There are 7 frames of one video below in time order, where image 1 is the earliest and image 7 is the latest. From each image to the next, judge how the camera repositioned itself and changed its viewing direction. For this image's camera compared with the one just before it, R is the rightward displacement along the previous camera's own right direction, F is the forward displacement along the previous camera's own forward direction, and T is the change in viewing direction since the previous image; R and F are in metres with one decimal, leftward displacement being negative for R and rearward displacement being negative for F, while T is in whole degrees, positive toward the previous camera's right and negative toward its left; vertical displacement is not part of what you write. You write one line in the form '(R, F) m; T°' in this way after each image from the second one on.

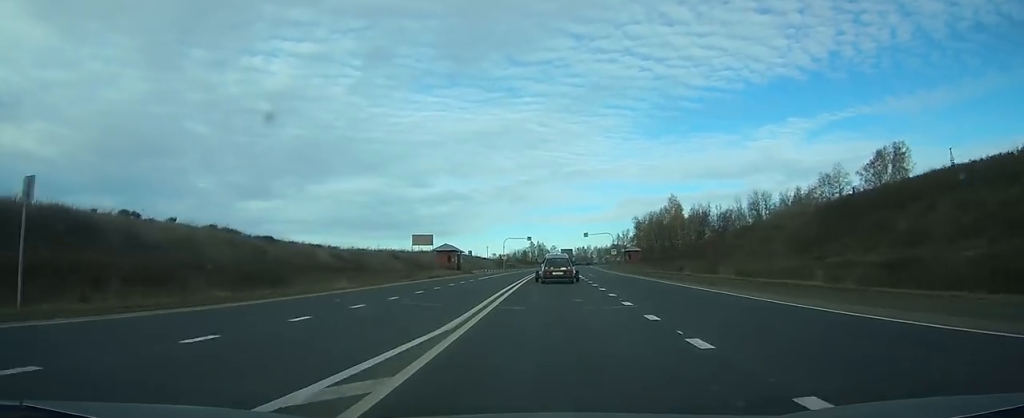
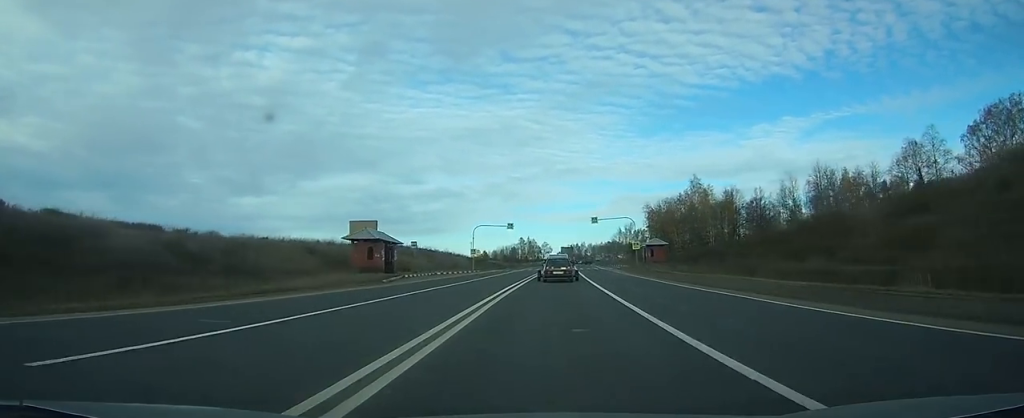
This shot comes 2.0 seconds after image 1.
(0.0, +39.8) m; 0°
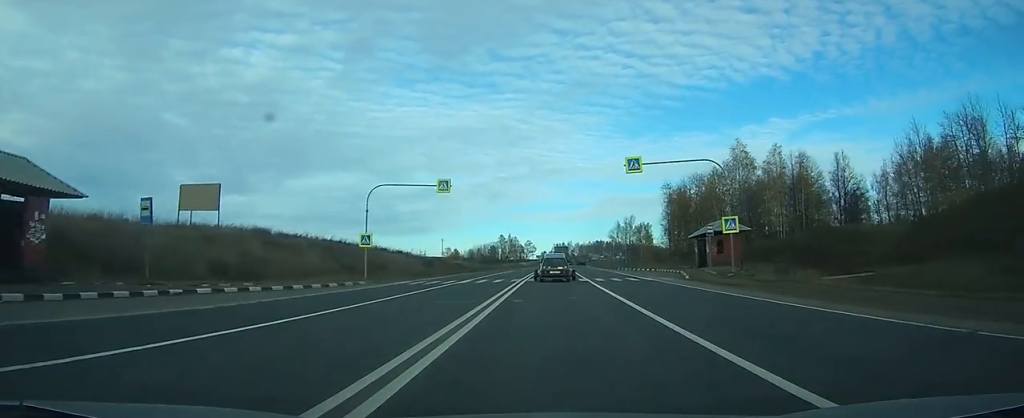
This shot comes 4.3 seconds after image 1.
(+0.4, +46.0) m; +1°
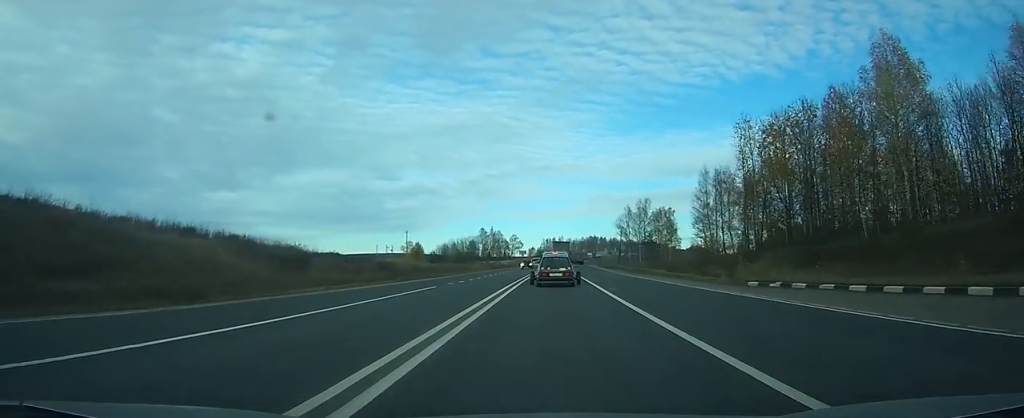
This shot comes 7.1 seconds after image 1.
(+0.8, +51.9) m; +2°
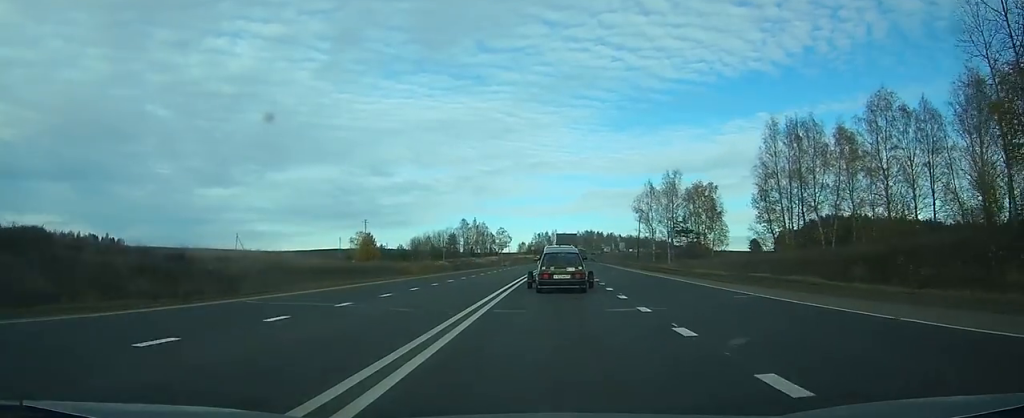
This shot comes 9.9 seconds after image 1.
(+0.7, +48.5) m; +1°
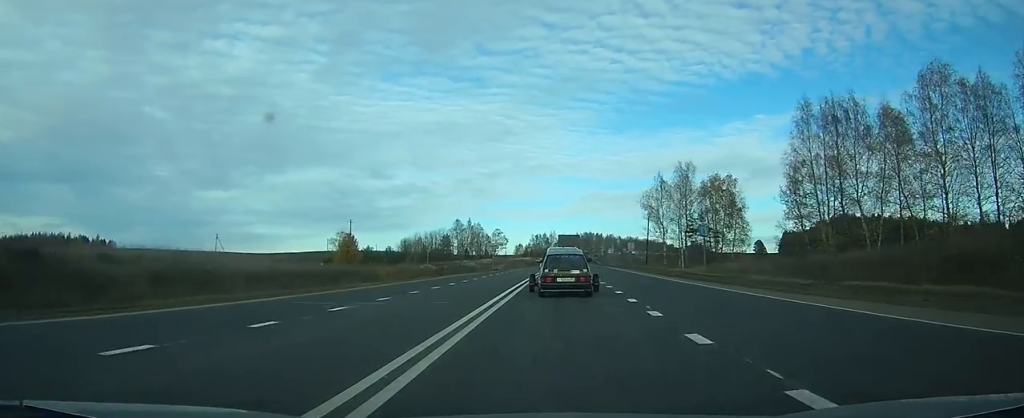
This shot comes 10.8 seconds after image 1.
(0.0, +14.7) m; 0°
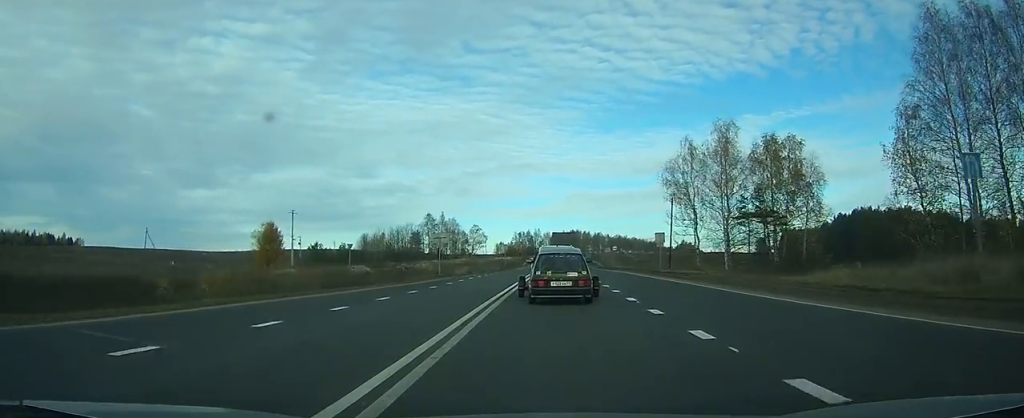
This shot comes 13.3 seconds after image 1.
(+0.1, +35.2) m; +1°
